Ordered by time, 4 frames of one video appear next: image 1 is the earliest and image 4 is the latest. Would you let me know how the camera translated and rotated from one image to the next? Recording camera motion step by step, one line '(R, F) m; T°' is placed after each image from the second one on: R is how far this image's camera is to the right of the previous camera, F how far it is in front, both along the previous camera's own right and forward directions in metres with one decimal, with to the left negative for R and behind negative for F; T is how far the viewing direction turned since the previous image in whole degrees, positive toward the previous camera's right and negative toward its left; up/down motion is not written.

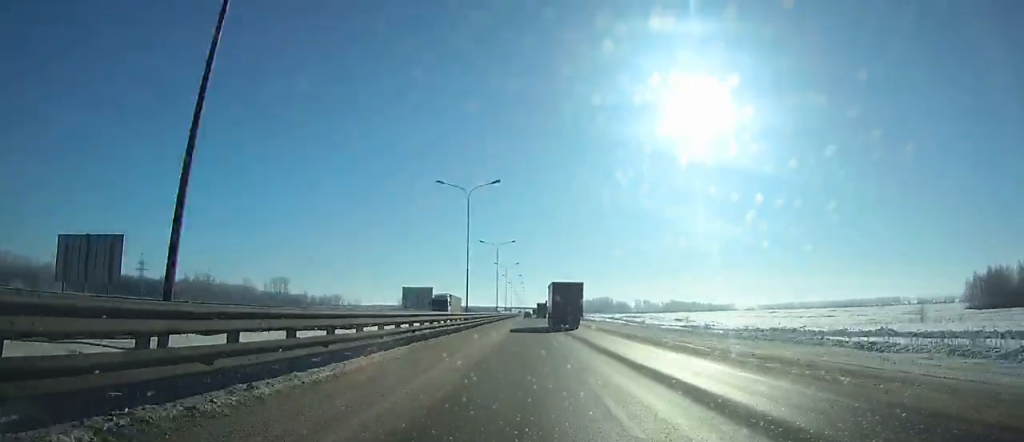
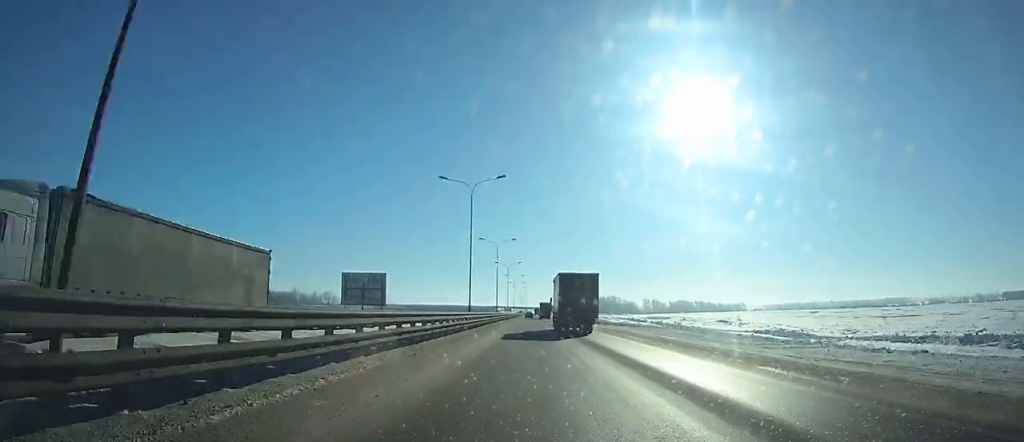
(0.0, +41.9) m; 0°
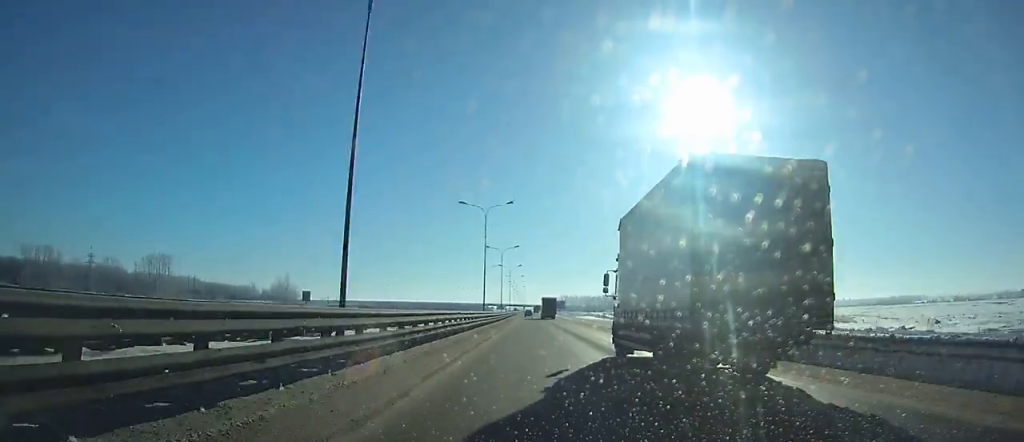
(-0.1, +107.5) m; 0°
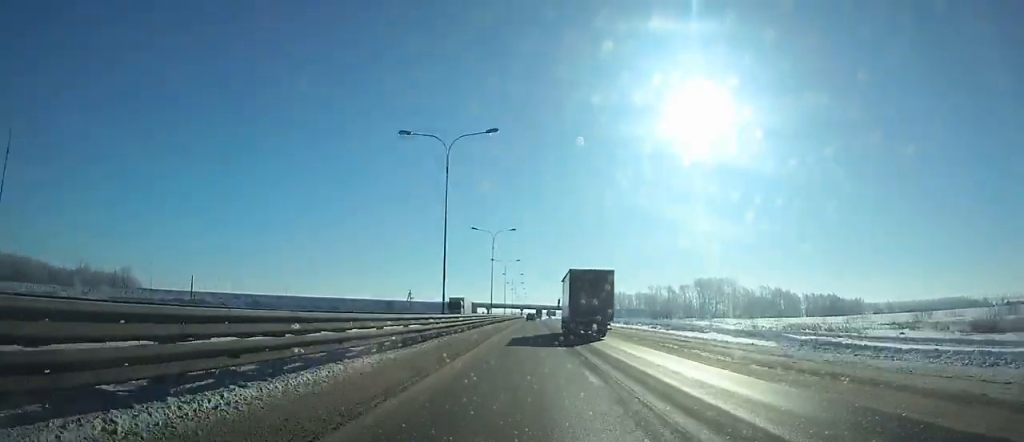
(+0.4, +260.1) m; 0°
